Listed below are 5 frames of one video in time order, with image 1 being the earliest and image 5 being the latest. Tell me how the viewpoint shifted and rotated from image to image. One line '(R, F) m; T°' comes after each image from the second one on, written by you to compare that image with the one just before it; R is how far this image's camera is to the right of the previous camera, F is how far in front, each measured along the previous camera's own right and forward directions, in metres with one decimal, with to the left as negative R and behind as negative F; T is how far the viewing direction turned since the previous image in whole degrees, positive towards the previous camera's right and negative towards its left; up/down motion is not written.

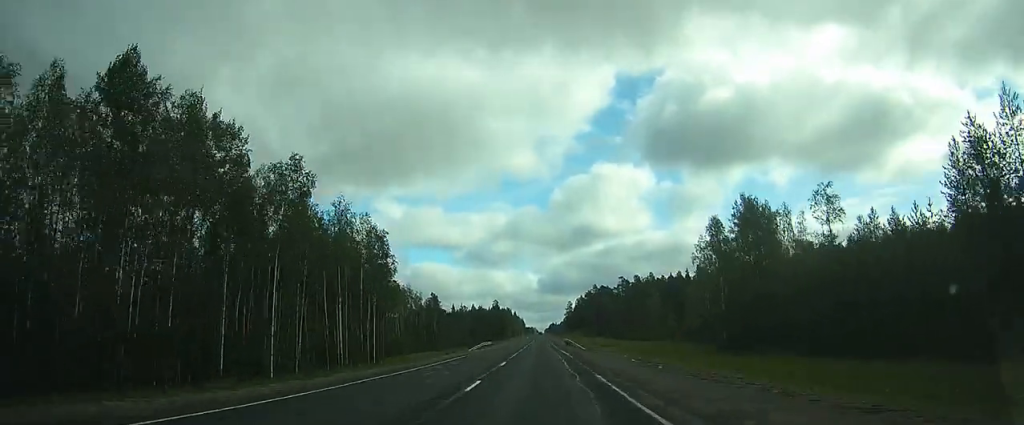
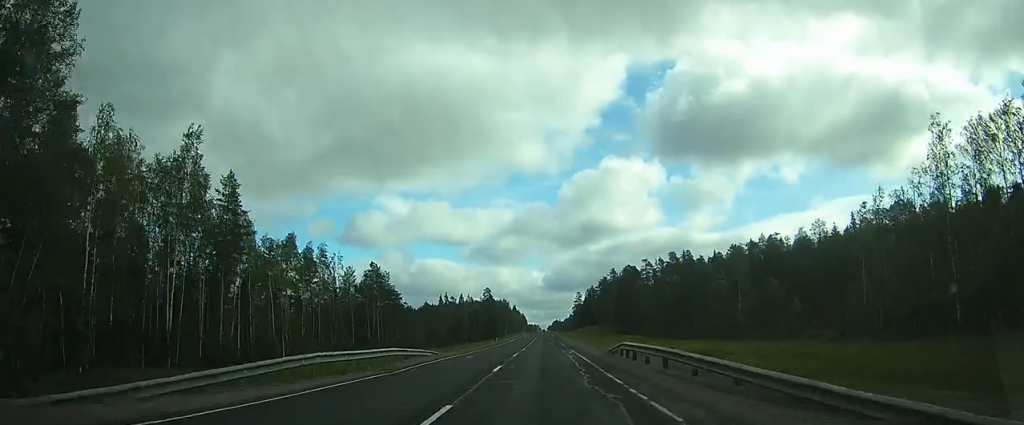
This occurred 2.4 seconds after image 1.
(-1.2, +54.1) m; -2°
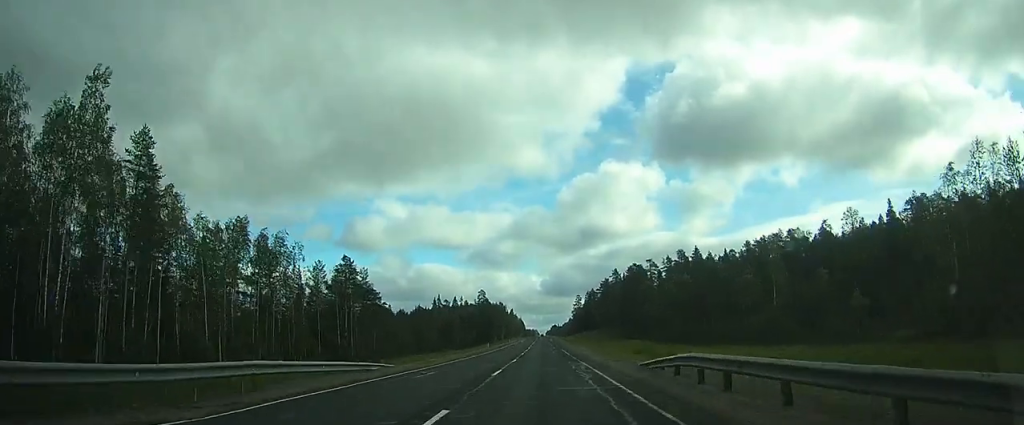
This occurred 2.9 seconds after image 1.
(+0.1, +12.1) m; +1°
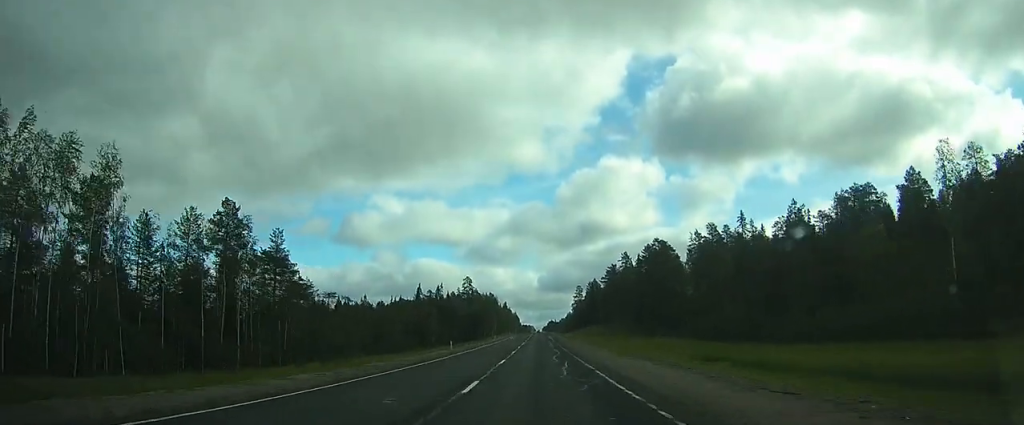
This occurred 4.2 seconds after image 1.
(+0.6, +30.3) m; +1°
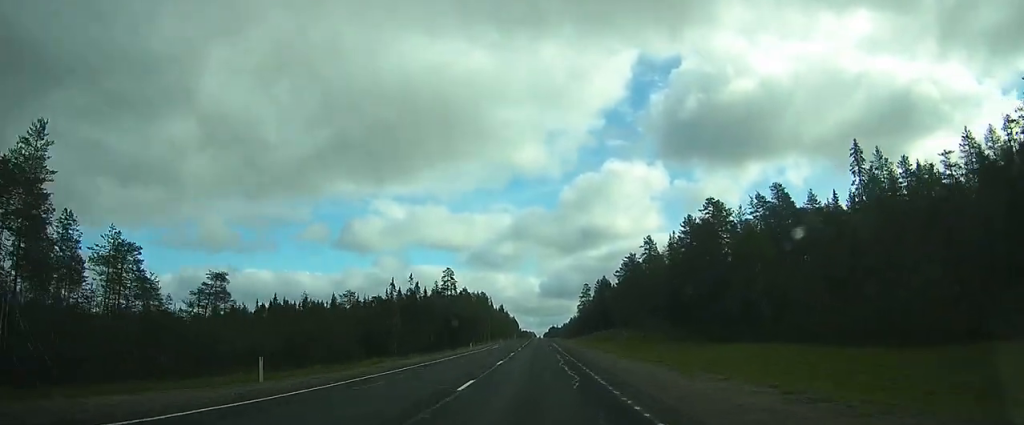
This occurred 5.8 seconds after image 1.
(-0.6, +34.3) m; -1°
